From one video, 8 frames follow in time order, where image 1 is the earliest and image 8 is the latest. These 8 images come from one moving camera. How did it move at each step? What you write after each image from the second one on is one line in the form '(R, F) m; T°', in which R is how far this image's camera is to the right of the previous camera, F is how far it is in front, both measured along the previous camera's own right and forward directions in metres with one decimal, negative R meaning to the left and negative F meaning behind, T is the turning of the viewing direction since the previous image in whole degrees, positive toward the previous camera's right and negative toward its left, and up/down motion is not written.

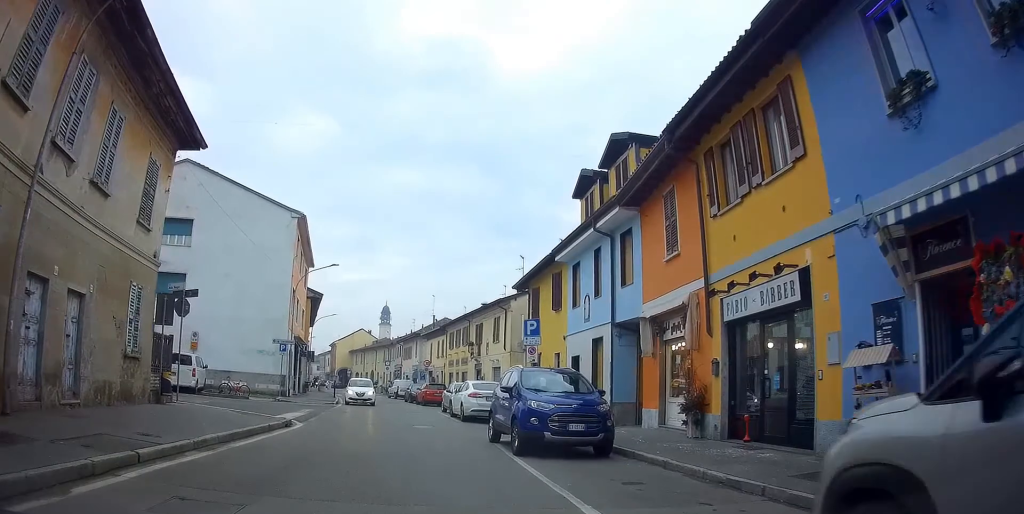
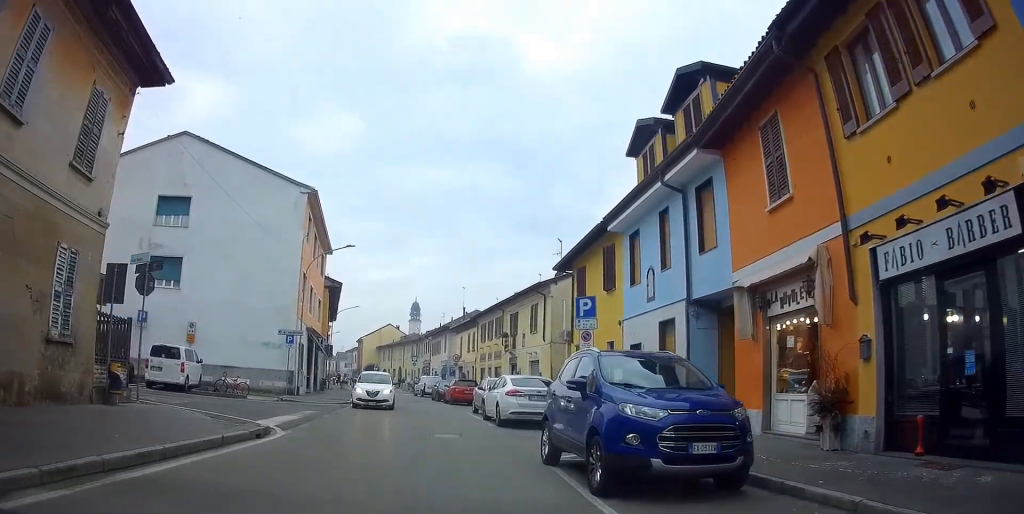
(0.0, +4.5) m; -1°
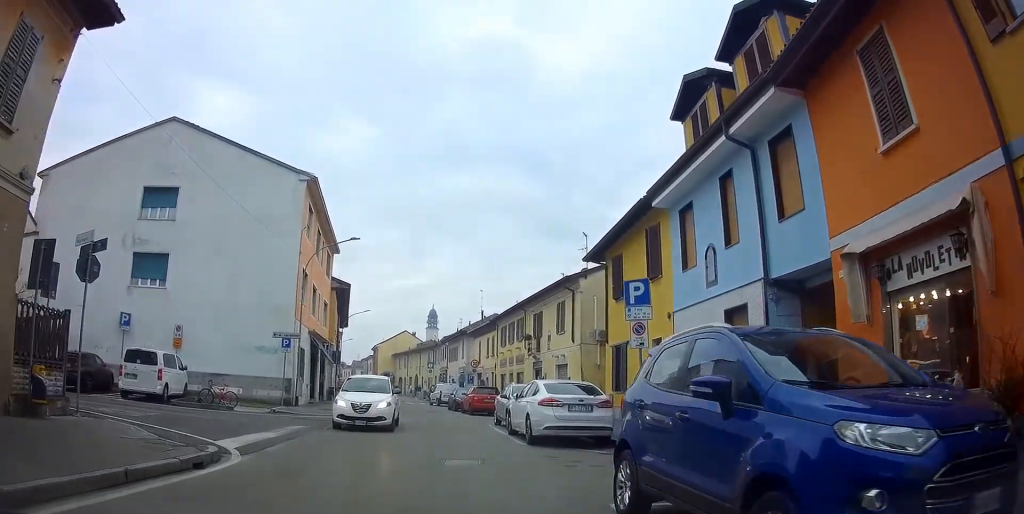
(-0.1, +3.2) m; 0°
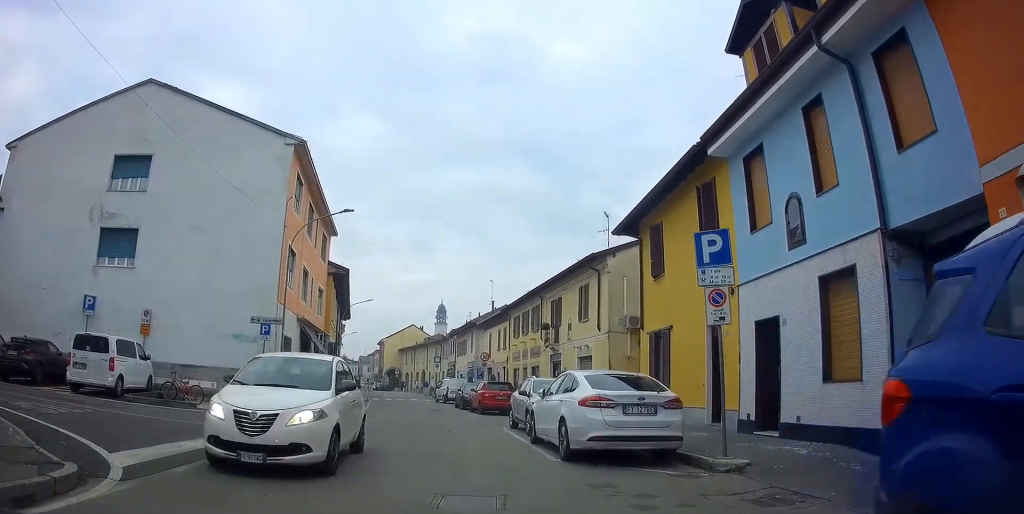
(0.0, +3.5) m; -1°
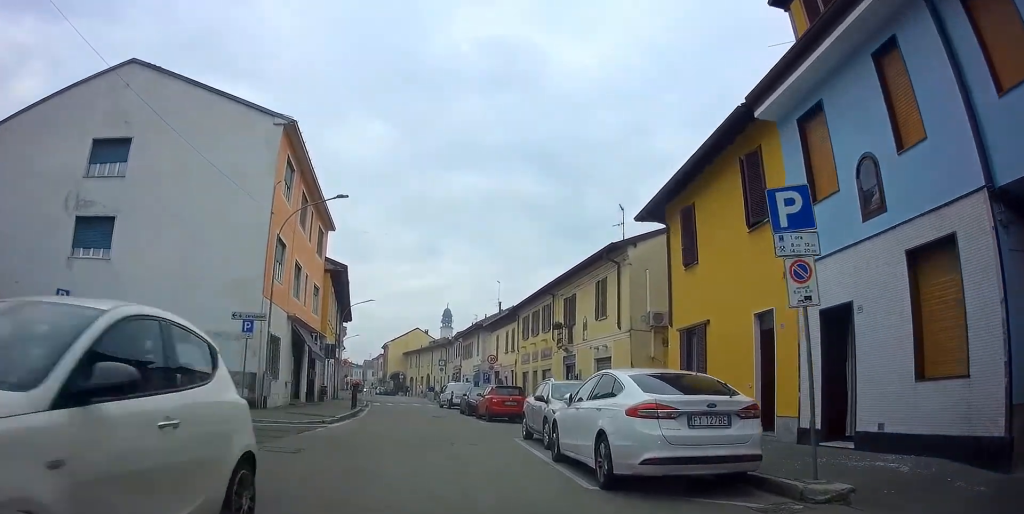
(+0.1, +2.0) m; -1°
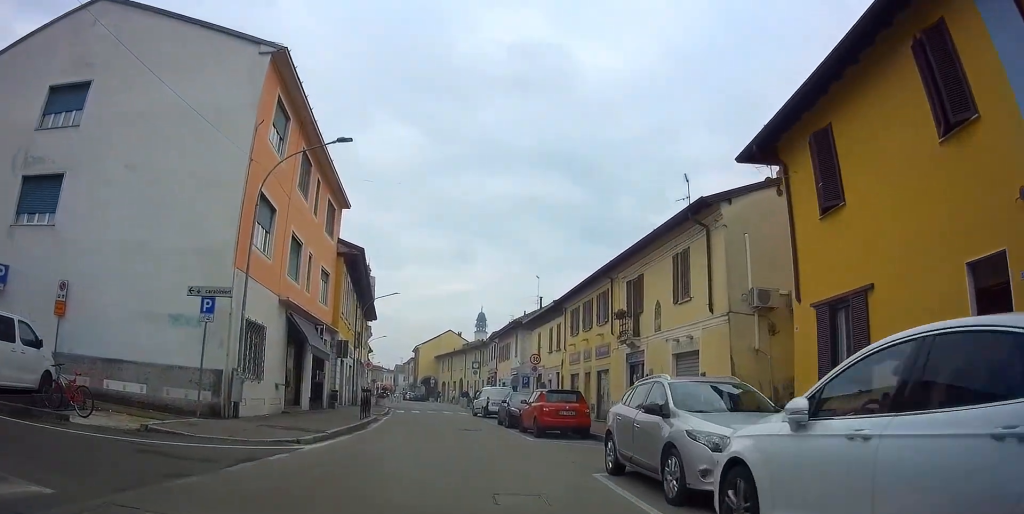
(-0.2, +4.3) m; -3°
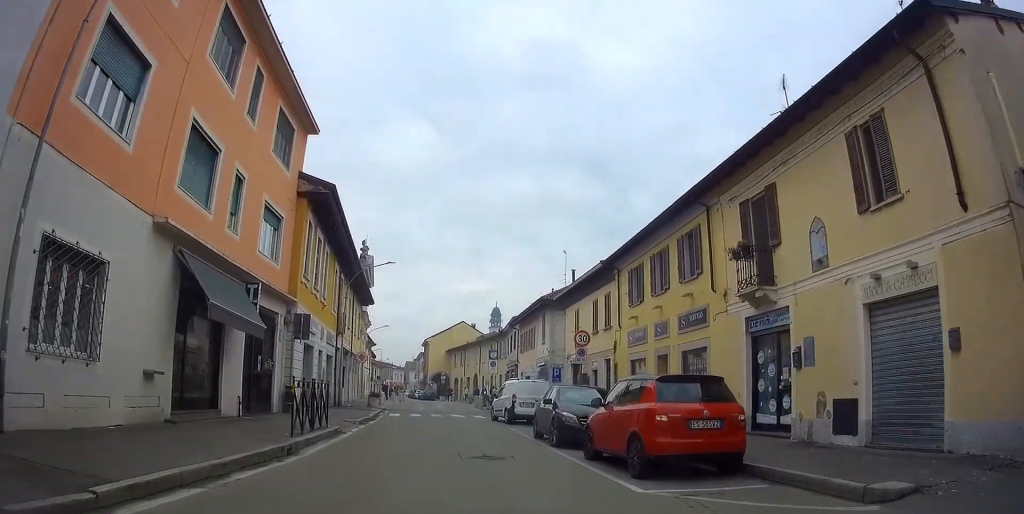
(-0.3, +7.8) m; -7°
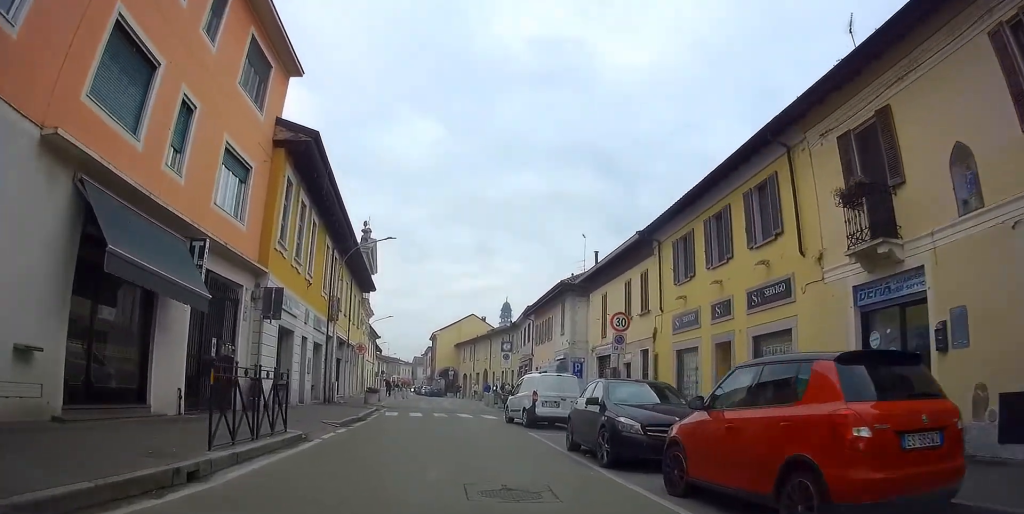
(-0.3, +4.2) m; -2°
